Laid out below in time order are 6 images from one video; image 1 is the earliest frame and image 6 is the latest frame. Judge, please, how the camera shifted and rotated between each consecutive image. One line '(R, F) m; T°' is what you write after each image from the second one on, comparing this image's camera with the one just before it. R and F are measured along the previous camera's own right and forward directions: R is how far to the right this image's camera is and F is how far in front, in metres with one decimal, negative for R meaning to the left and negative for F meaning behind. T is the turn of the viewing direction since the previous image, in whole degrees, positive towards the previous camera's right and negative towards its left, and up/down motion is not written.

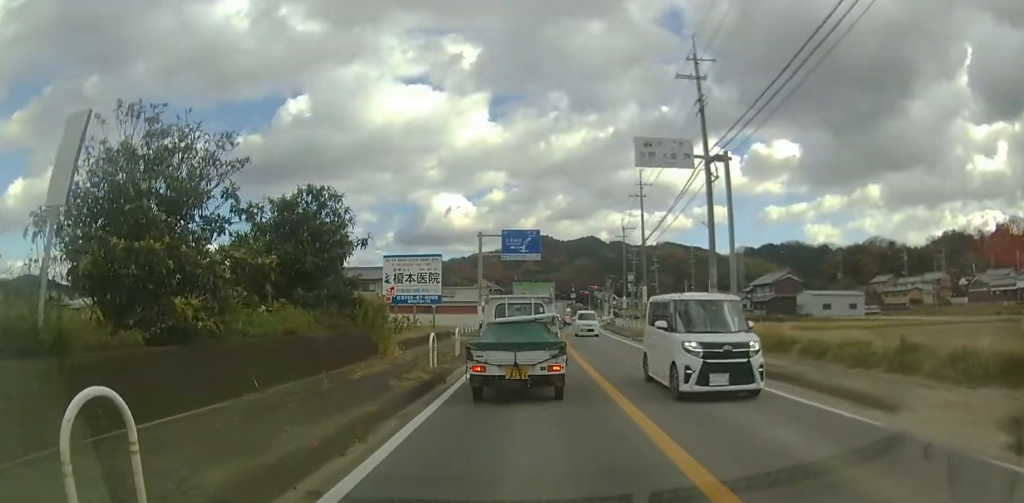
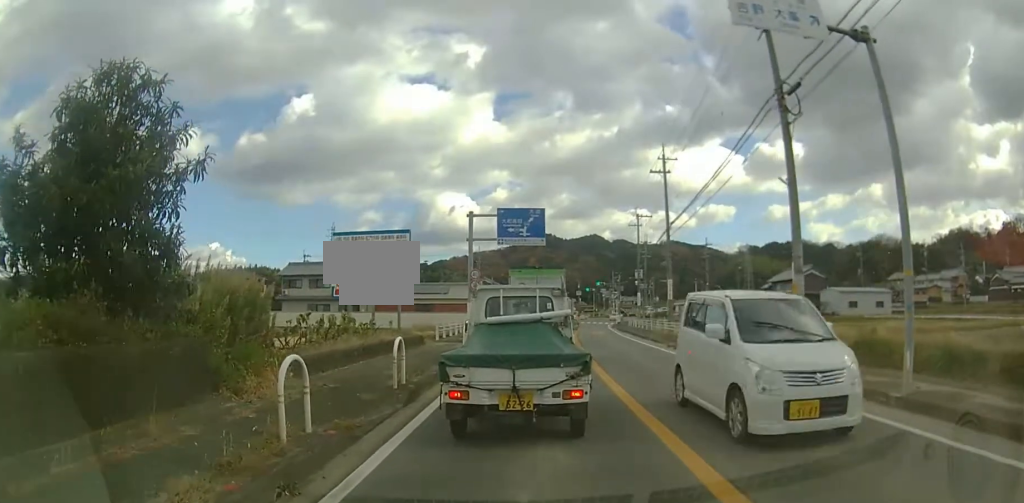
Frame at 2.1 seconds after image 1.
(+0.2, +10.7) m; 0°
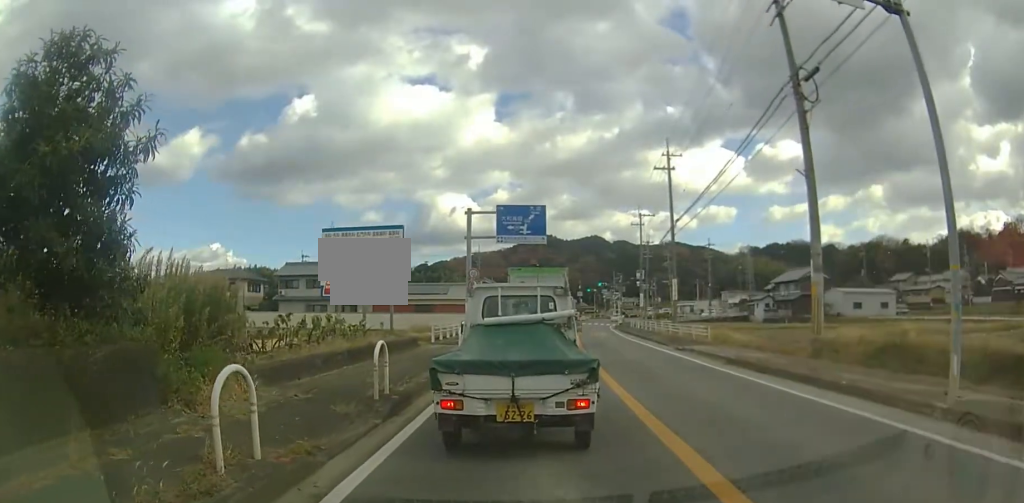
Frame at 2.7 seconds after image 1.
(-0.1, +2.8) m; -1°
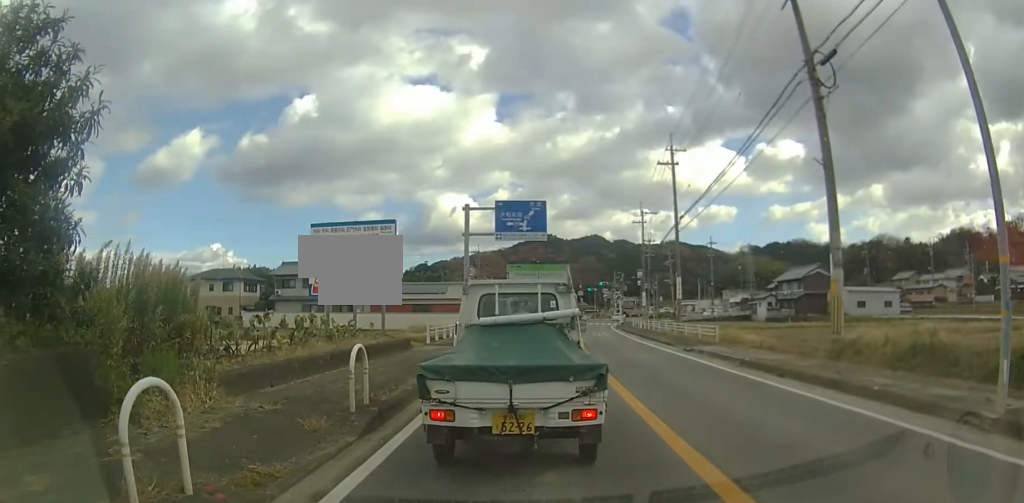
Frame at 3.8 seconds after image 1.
(0.0, +3.3) m; -1°
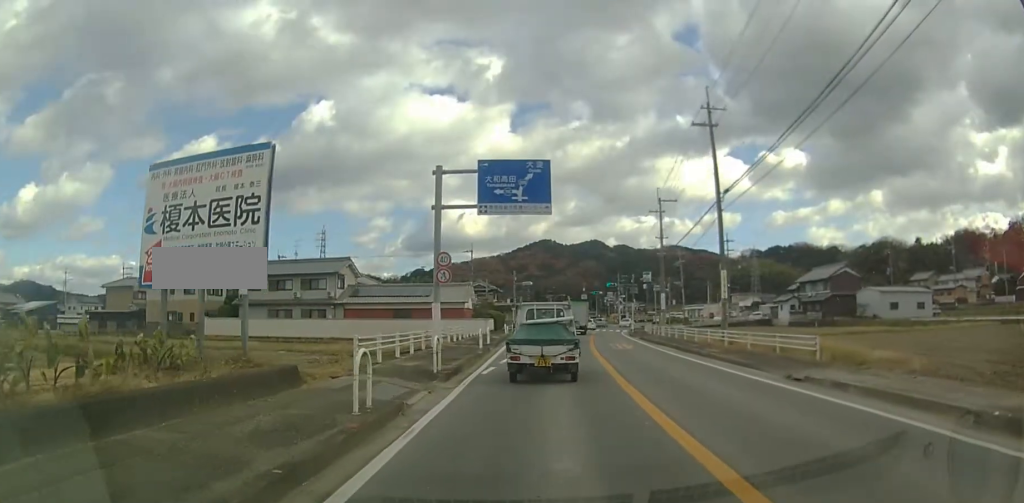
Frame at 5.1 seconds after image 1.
(-0.1, +4.2) m; -2°
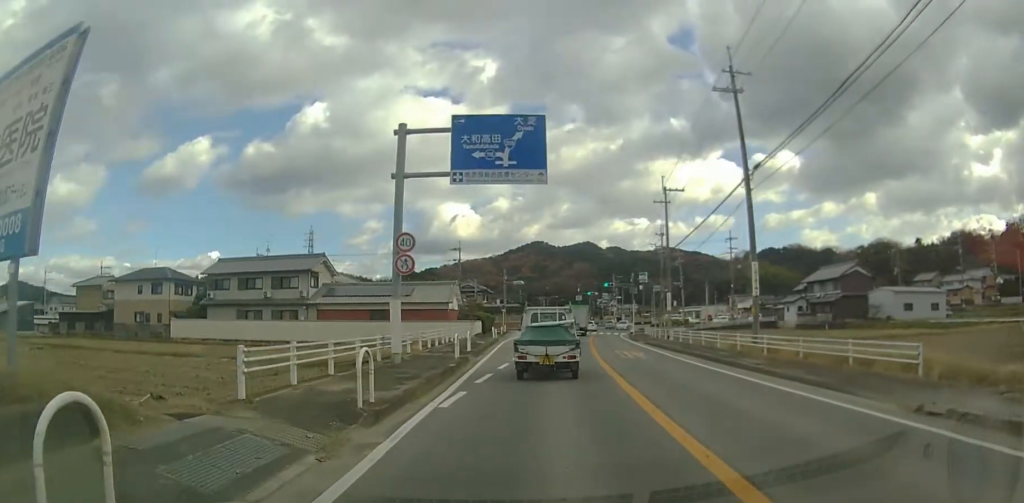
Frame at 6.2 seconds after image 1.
(0.0, +4.3) m; +4°
